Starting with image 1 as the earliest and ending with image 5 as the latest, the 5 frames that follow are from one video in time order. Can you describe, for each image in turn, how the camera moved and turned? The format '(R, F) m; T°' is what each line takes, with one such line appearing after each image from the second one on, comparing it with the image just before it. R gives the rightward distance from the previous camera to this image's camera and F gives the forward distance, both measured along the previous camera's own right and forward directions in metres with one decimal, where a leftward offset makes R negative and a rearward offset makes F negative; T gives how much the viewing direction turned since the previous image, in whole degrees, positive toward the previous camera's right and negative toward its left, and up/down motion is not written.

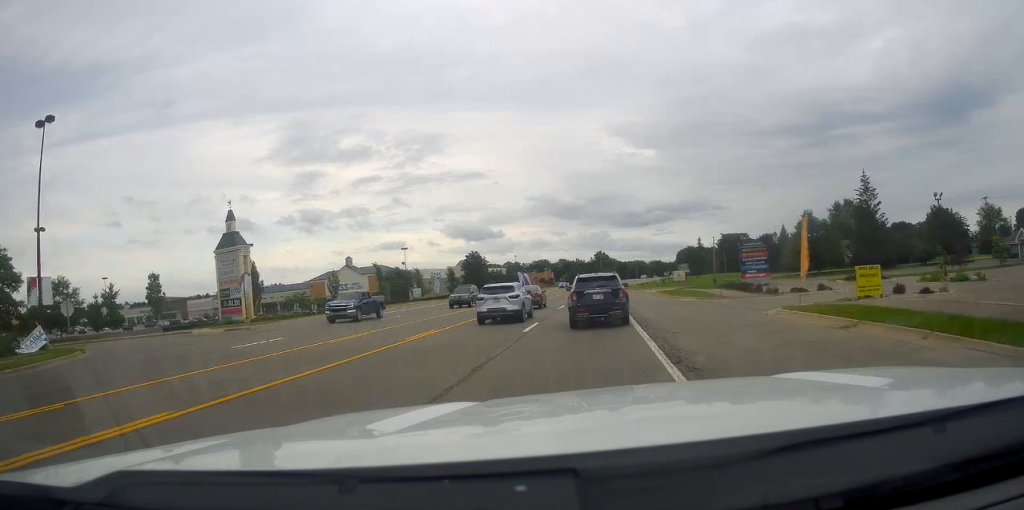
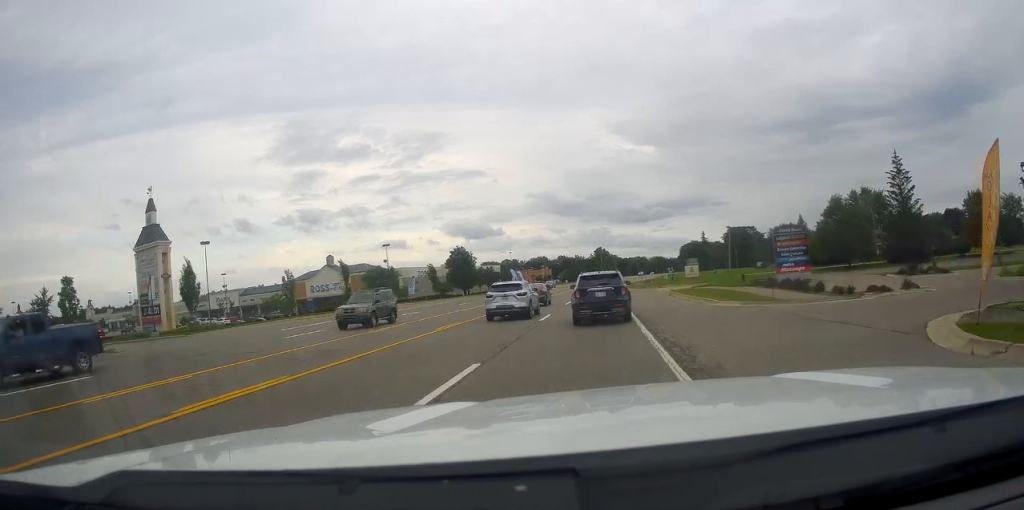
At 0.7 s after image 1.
(0.0, +11.8) m; -1°
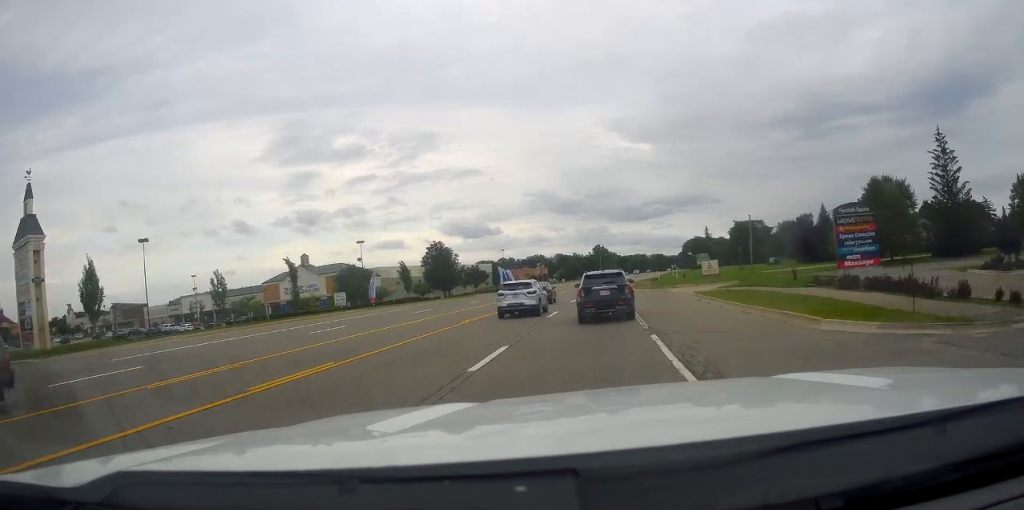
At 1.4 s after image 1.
(-0.2, +13.1) m; 0°
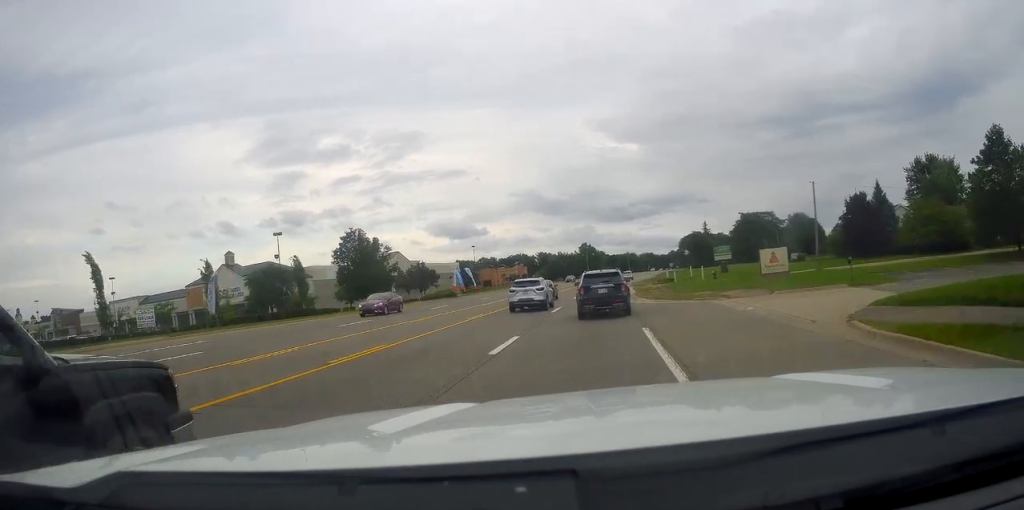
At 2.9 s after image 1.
(+0.2, +26.6) m; +2°
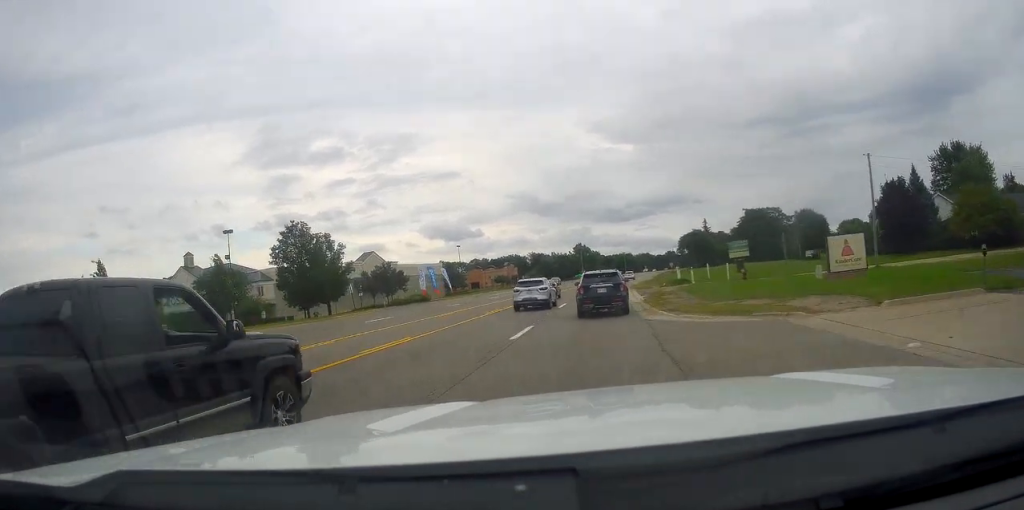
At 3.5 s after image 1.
(0.0, +11.5) m; 0°
